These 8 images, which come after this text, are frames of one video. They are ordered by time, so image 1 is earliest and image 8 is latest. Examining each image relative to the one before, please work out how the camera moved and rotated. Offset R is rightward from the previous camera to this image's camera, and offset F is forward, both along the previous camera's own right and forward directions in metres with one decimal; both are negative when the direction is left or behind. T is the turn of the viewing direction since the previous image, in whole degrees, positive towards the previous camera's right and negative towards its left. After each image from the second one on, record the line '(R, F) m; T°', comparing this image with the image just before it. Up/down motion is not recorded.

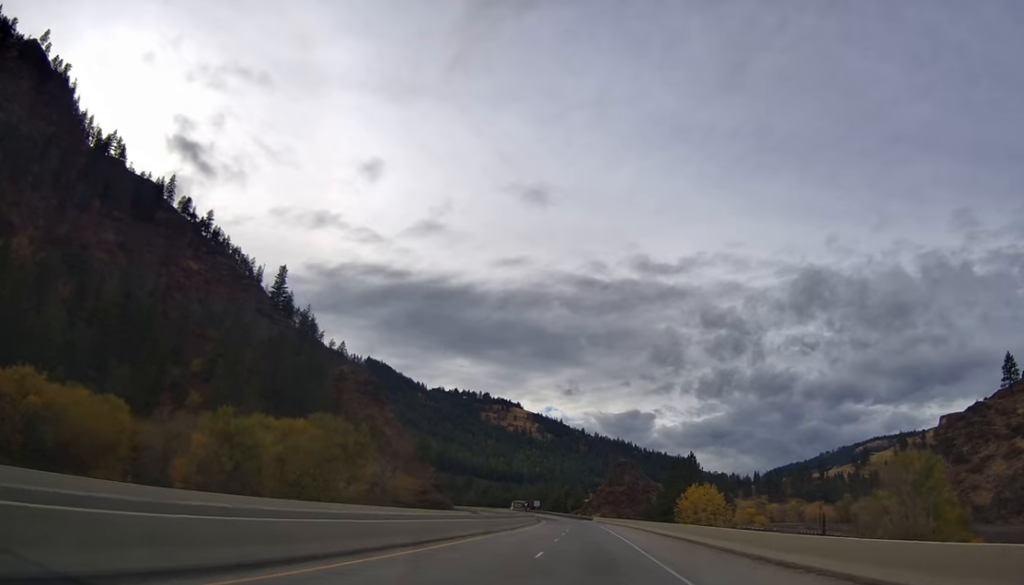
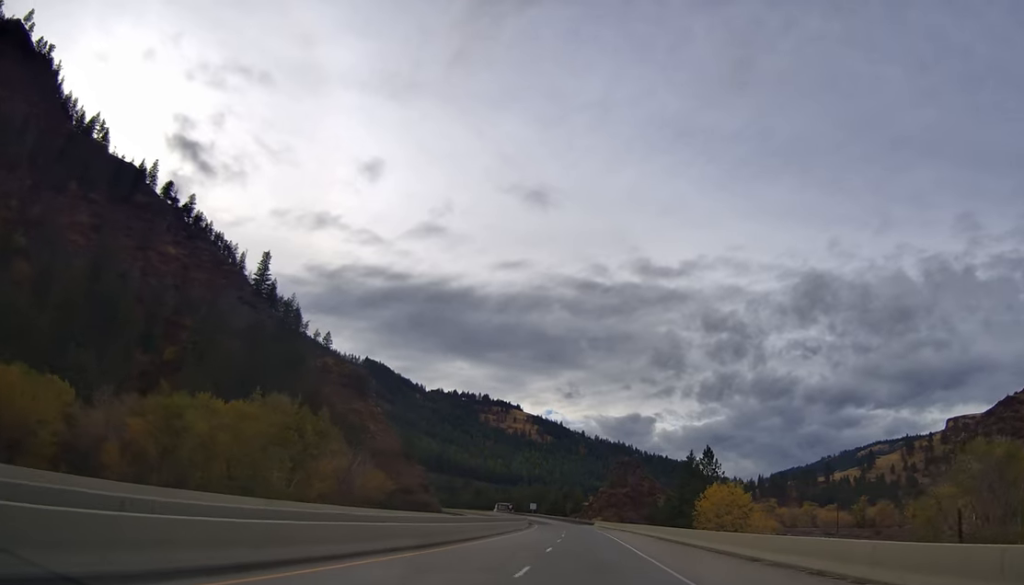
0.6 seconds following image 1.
(0.0, +18.3) m; -1°
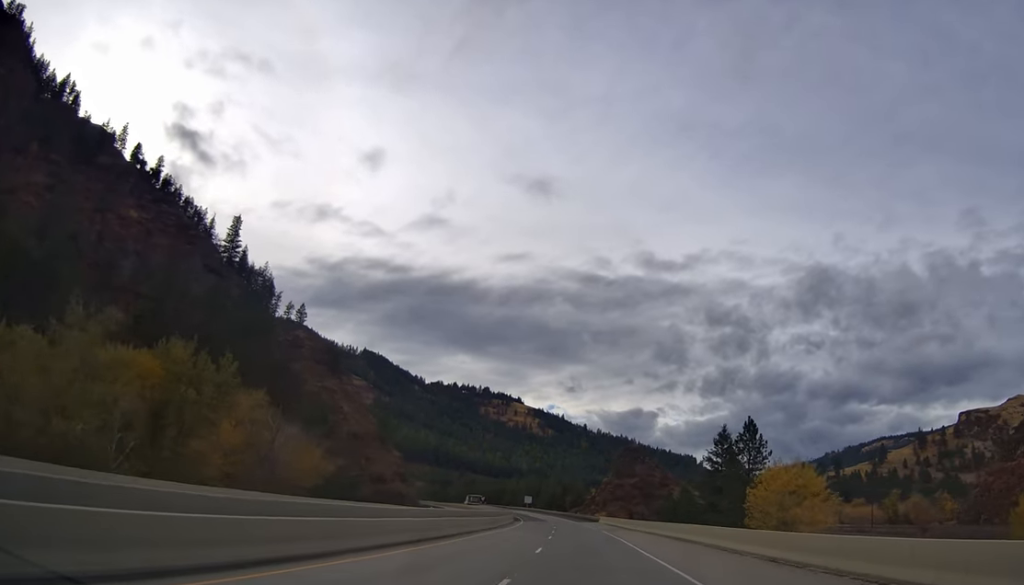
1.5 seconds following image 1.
(-0.4, +28.7) m; -1°
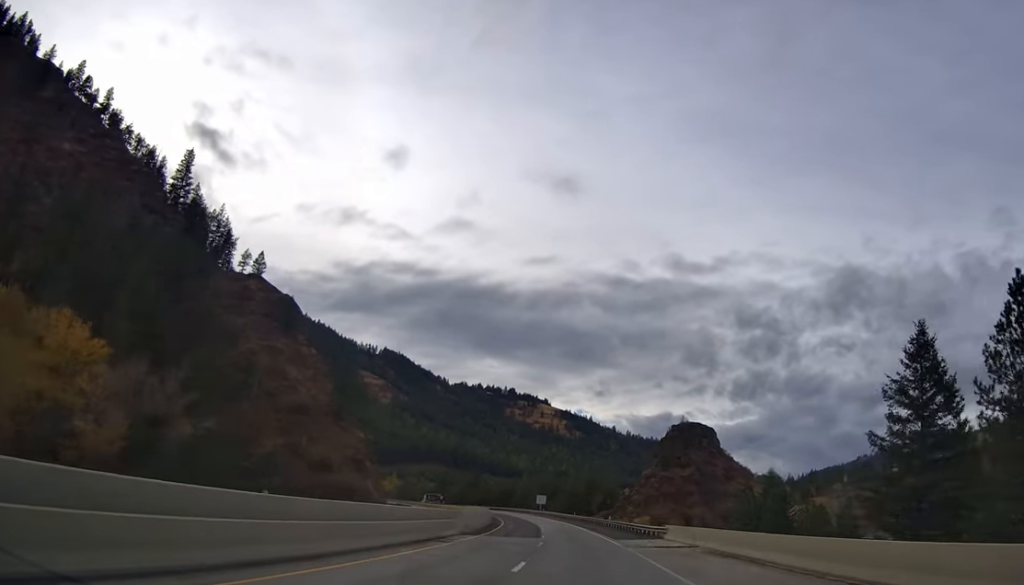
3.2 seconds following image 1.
(-0.3, +54.5) m; -1°
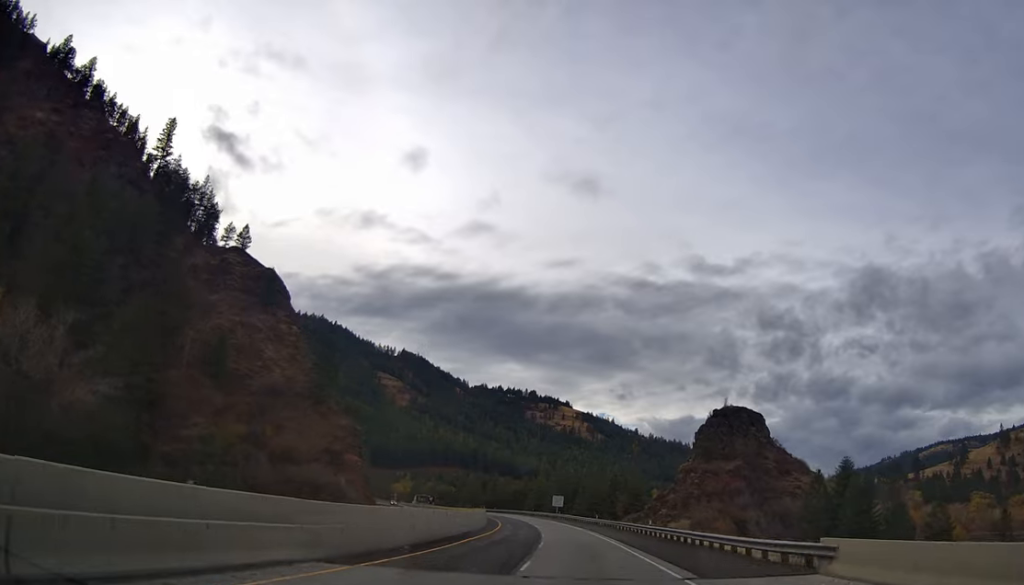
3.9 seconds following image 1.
(-0.1, +23.0) m; 0°
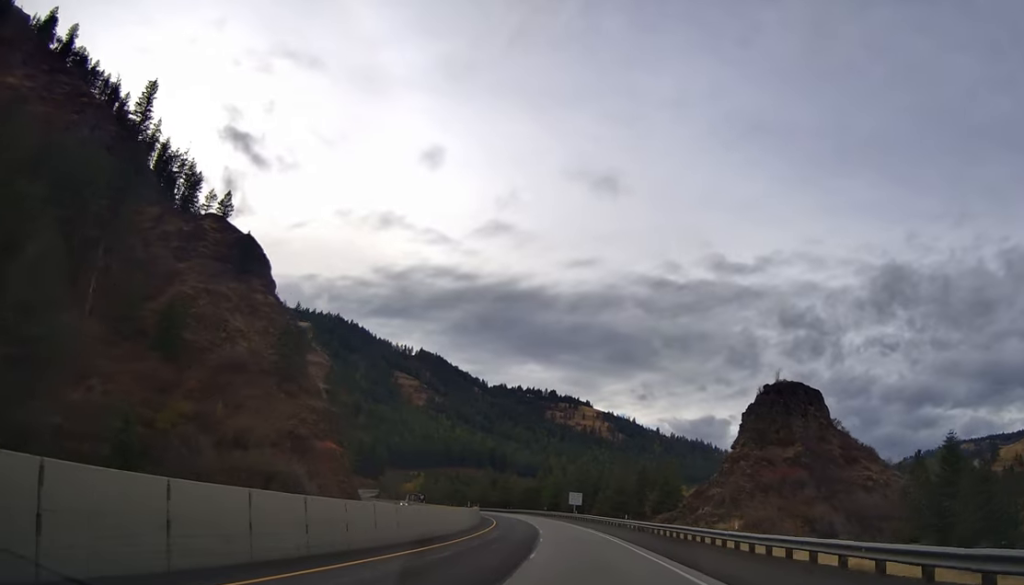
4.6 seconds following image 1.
(0.0, +20.9) m; -1°
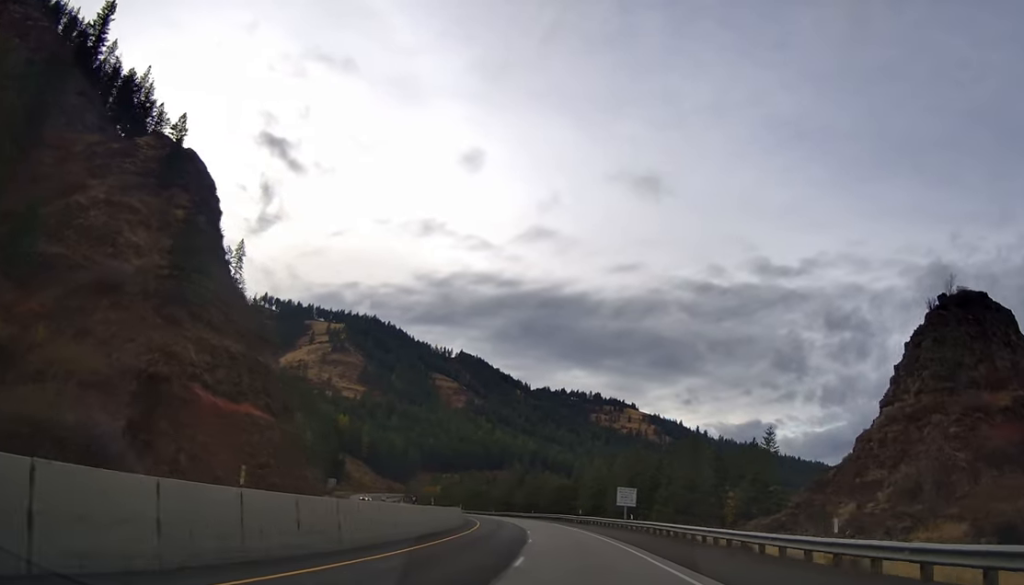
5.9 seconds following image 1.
(-1.1, +39.6) m; -4°
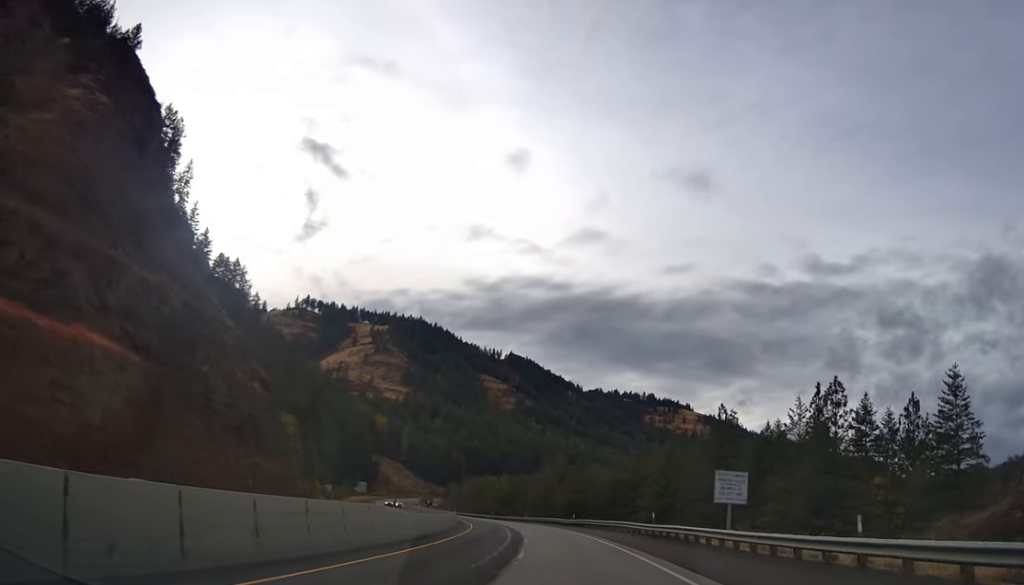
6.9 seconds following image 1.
(-1.2, +33.3) m; -4°
